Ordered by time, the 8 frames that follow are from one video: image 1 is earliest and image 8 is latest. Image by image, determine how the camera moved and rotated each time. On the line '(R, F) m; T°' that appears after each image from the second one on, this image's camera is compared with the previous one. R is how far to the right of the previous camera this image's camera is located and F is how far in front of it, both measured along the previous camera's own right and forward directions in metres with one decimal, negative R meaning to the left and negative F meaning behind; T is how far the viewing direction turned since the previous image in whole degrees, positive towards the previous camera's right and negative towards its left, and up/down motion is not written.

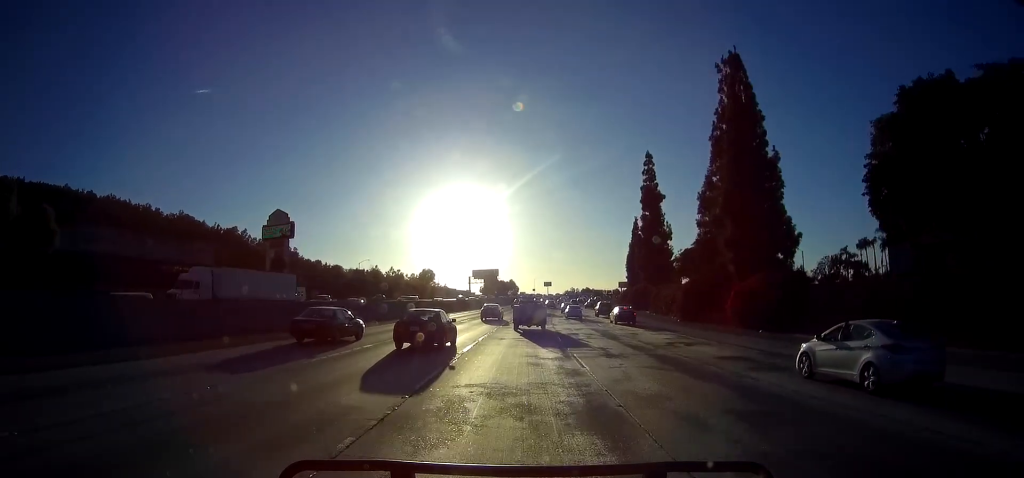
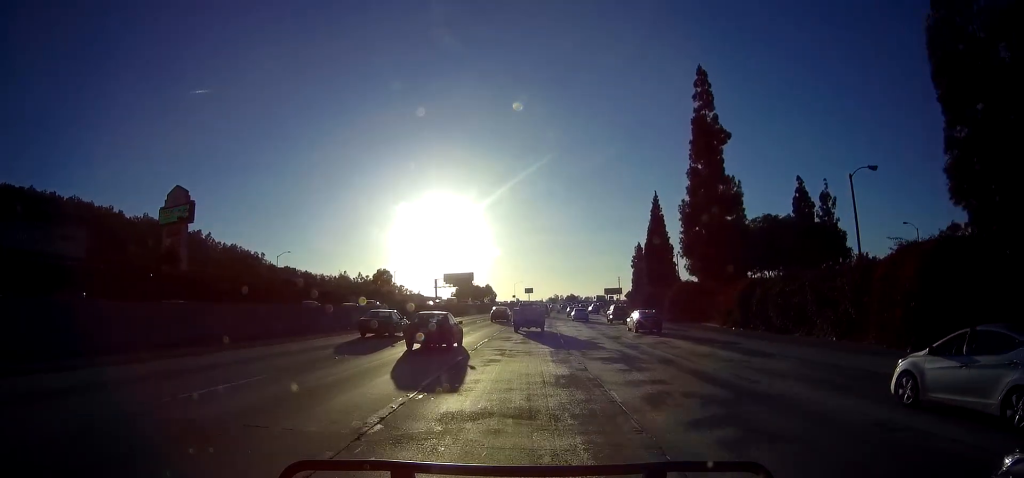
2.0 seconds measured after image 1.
(+0.6, +36.6) m; +2°
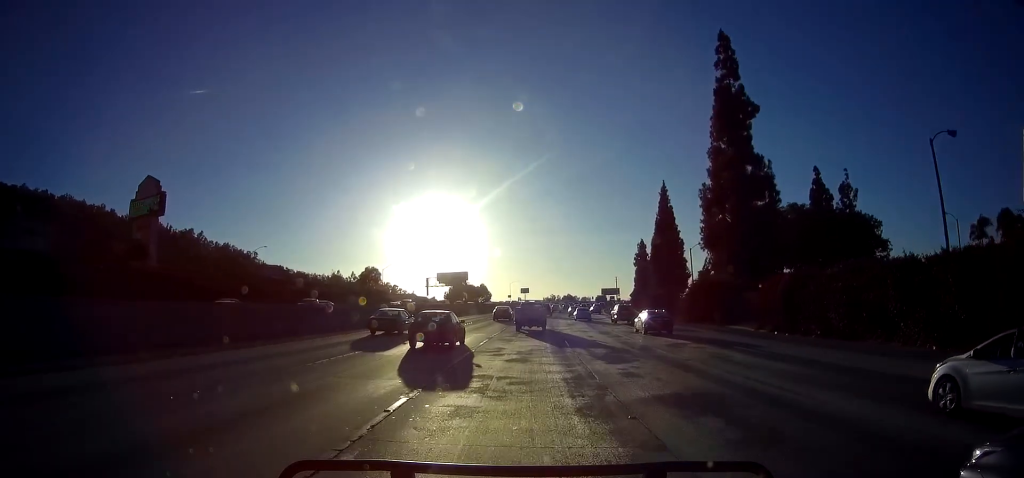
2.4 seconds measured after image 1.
(-0.1, +8.2) m; +1°
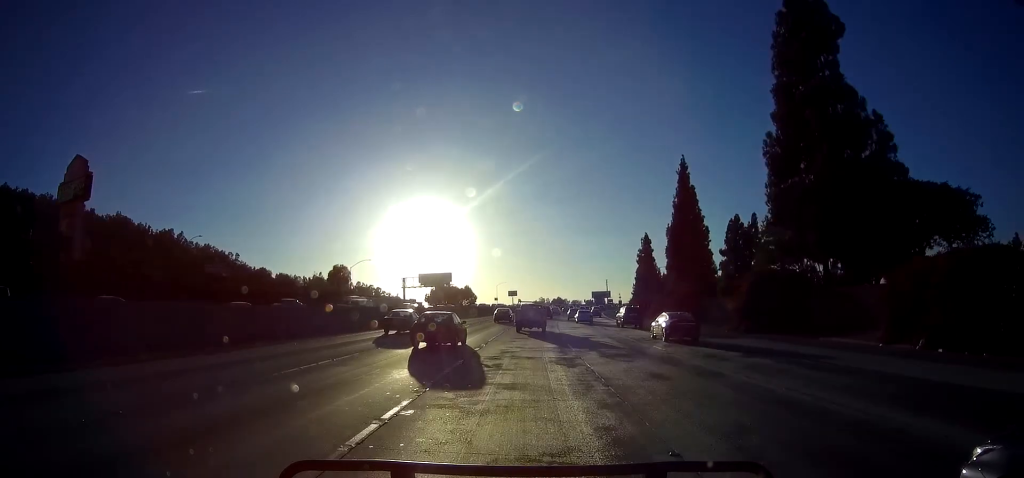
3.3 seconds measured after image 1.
(+0.4, +16.5) m; +1°
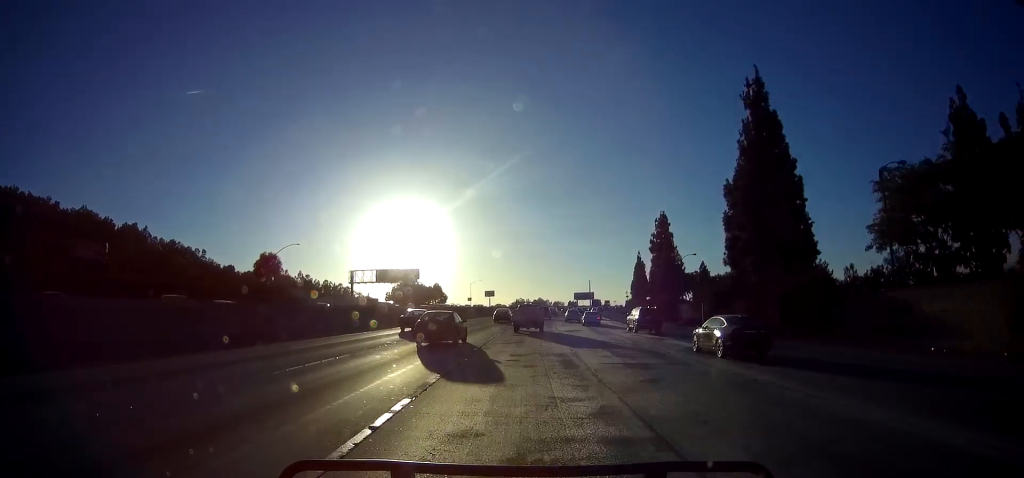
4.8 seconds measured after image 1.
(+0.3, +28.5) m; +2°
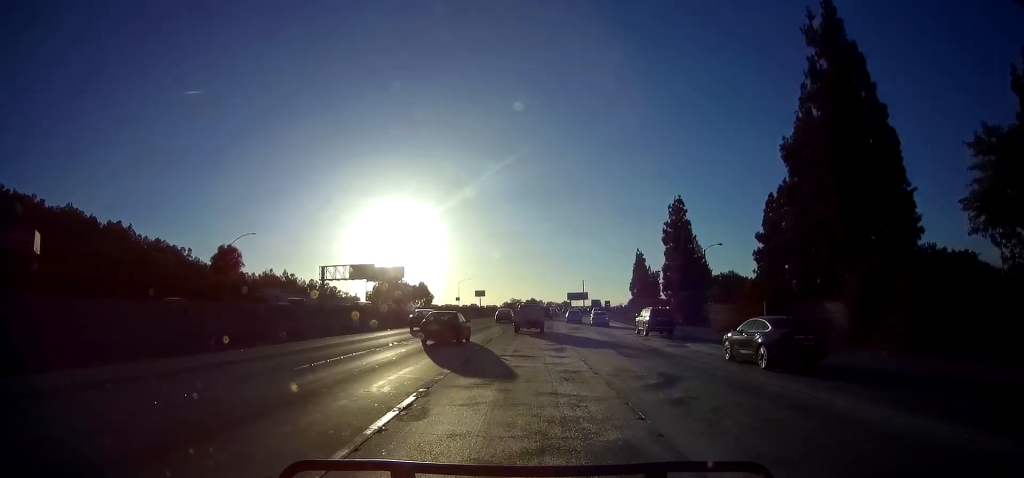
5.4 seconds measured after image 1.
(+0.1, +13.1) m; +1°
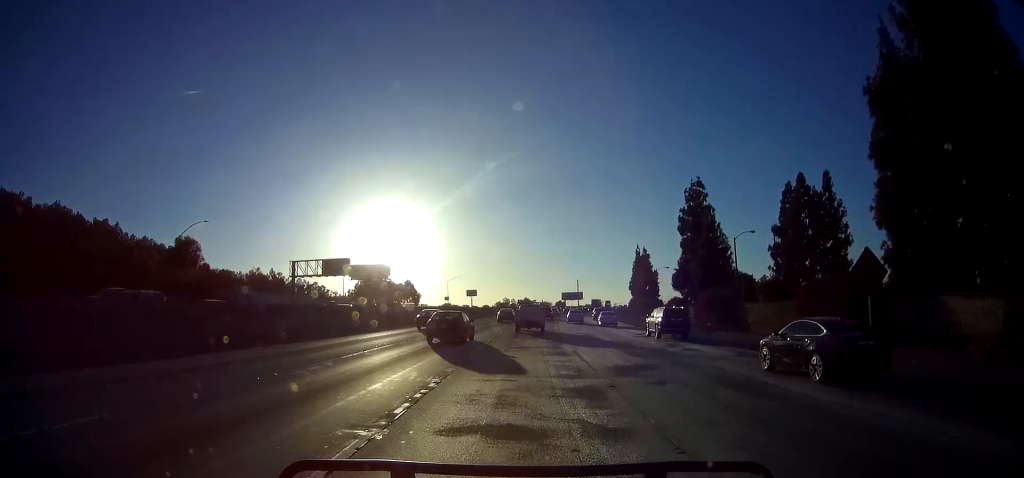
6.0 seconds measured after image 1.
(+0.1, +11.1) m; 0°
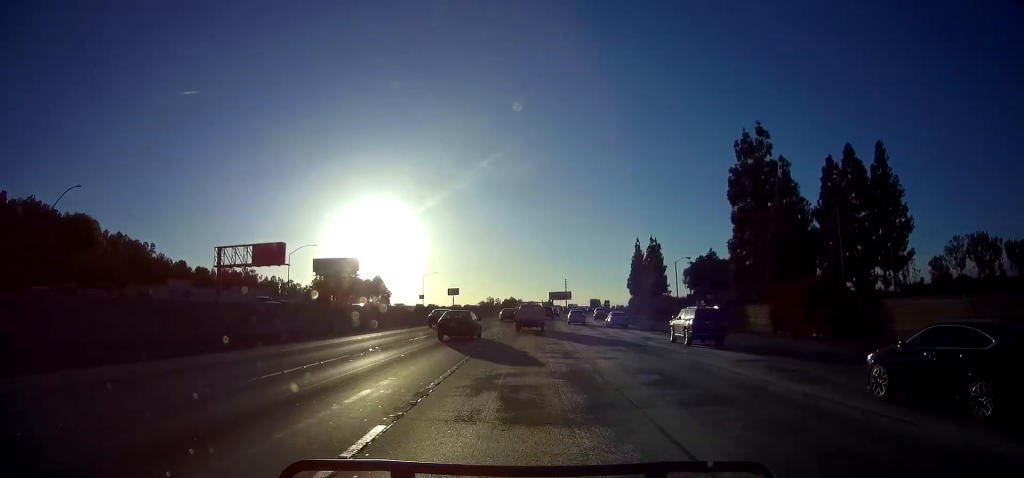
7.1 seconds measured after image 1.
(+0.1, +21.0) m; +1°
